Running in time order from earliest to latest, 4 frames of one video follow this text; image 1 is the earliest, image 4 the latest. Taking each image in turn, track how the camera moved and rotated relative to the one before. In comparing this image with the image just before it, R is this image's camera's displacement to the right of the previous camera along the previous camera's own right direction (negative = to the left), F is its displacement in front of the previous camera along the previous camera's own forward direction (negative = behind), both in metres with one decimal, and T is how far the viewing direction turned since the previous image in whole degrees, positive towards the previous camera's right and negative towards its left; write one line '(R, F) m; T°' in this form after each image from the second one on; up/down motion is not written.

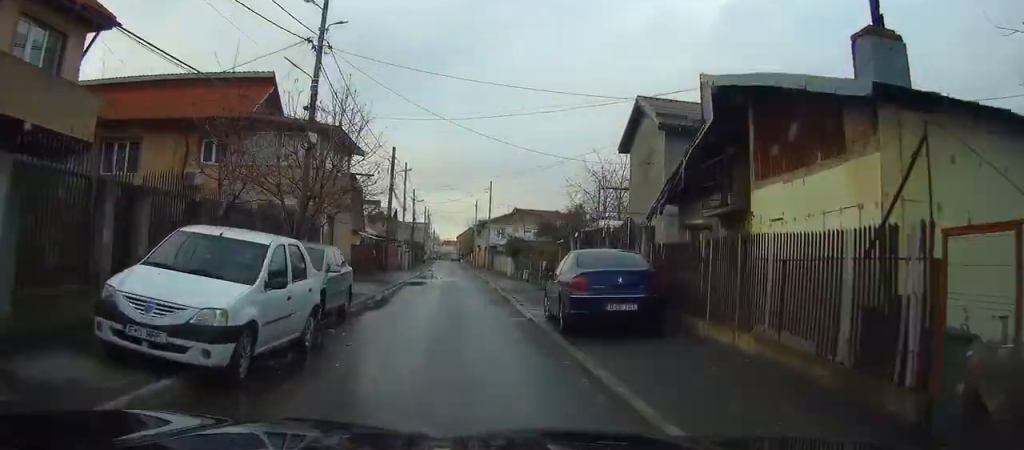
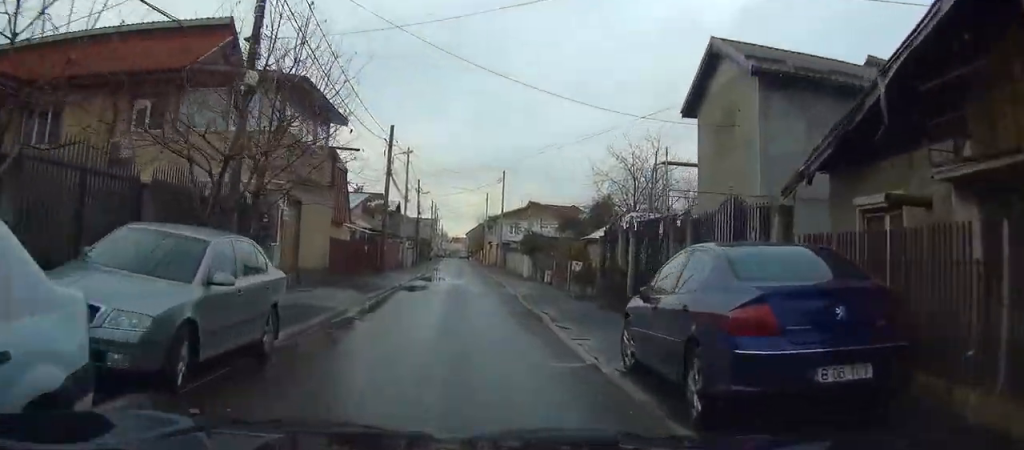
(0.0, +6.2) m; -1°
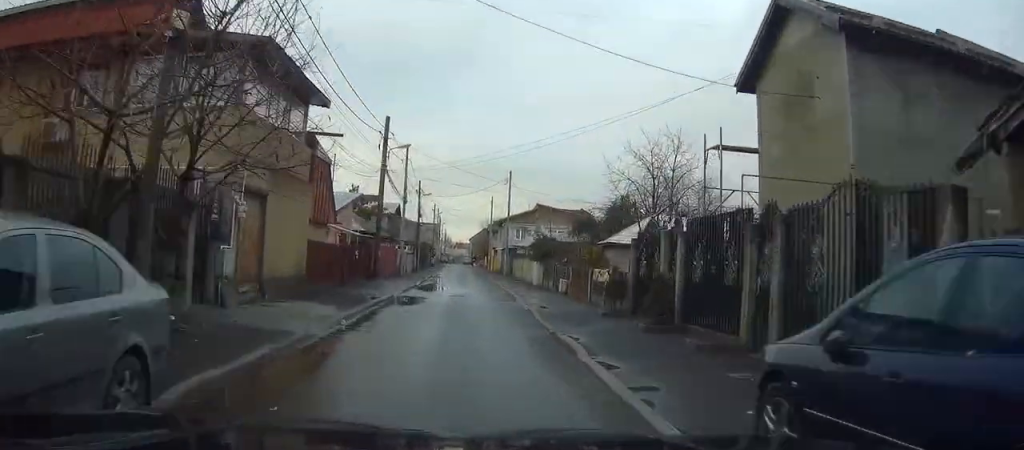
(-0.1, +3.7) m; -1°
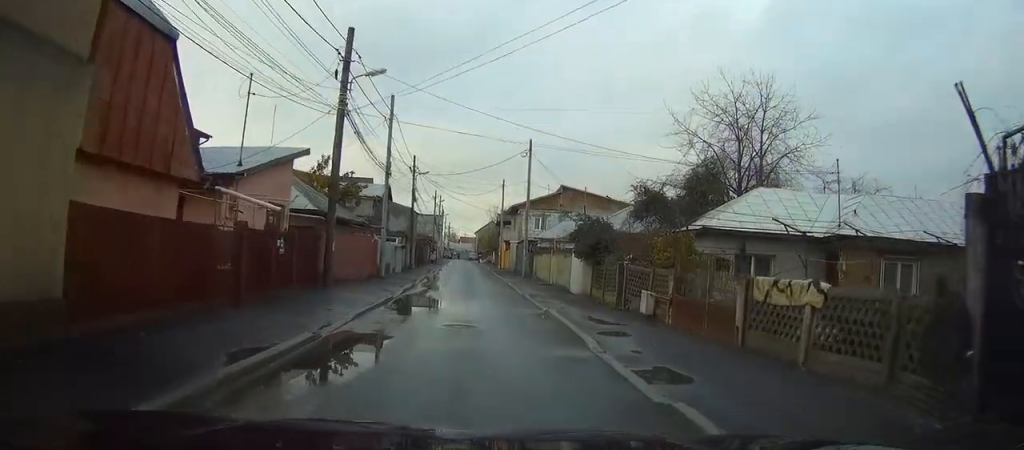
(-0.2, +12.3) m; 0°
